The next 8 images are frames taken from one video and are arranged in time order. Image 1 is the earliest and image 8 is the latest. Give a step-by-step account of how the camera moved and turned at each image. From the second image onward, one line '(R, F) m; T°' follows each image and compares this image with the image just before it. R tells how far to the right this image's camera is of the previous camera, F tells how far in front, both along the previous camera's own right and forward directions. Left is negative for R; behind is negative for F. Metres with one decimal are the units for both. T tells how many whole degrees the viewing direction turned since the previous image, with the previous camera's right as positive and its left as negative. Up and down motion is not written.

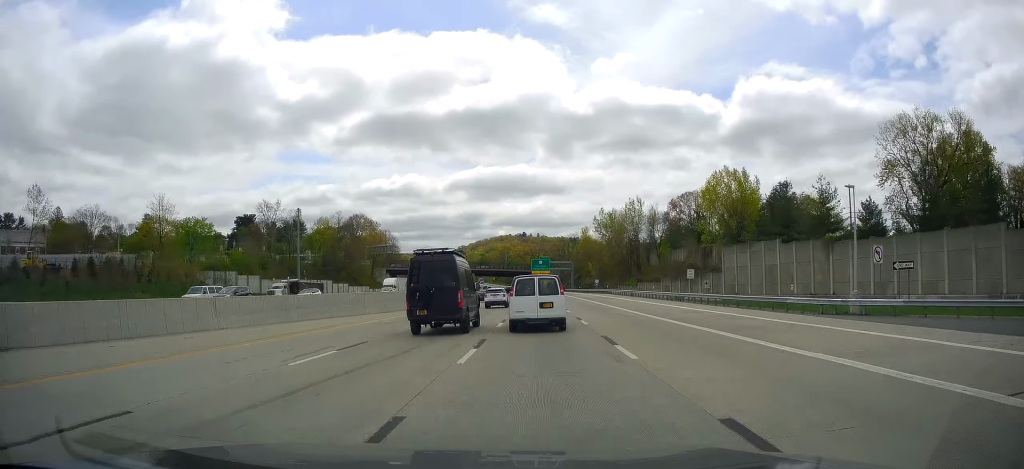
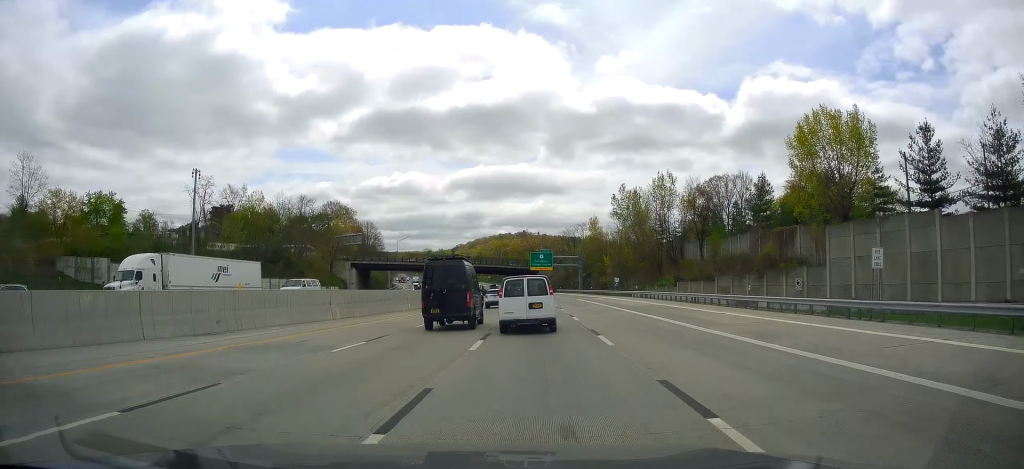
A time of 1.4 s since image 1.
(0.0, +33.3) m; 0°
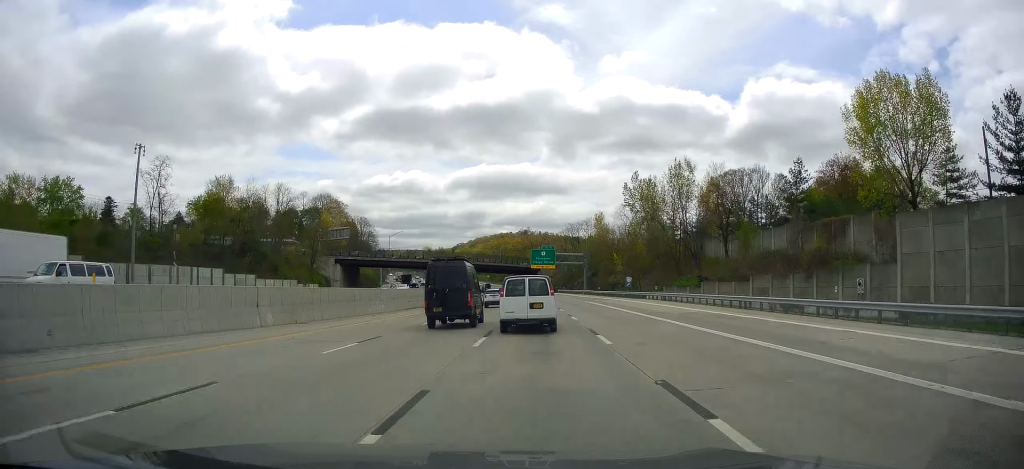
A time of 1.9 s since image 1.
(+0.2, +12.3) m; 0°
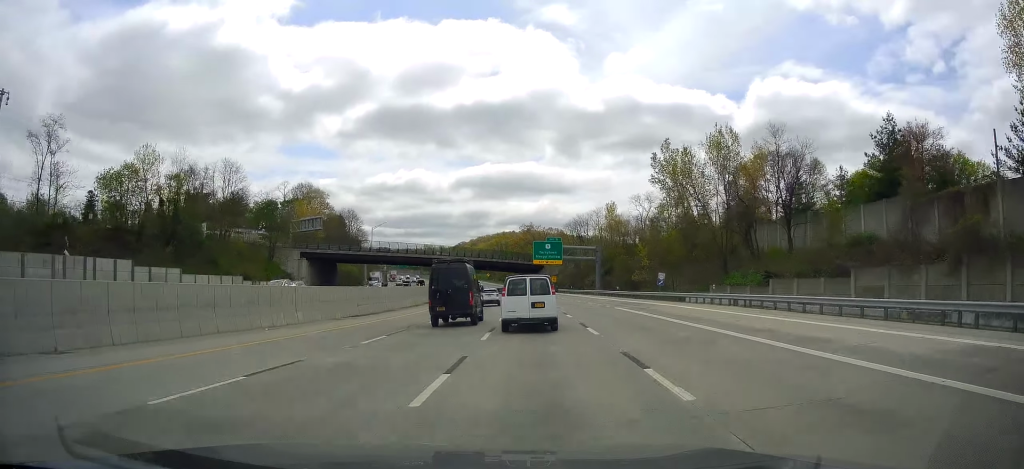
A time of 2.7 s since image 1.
(-0.2, +21.3) m; -1°
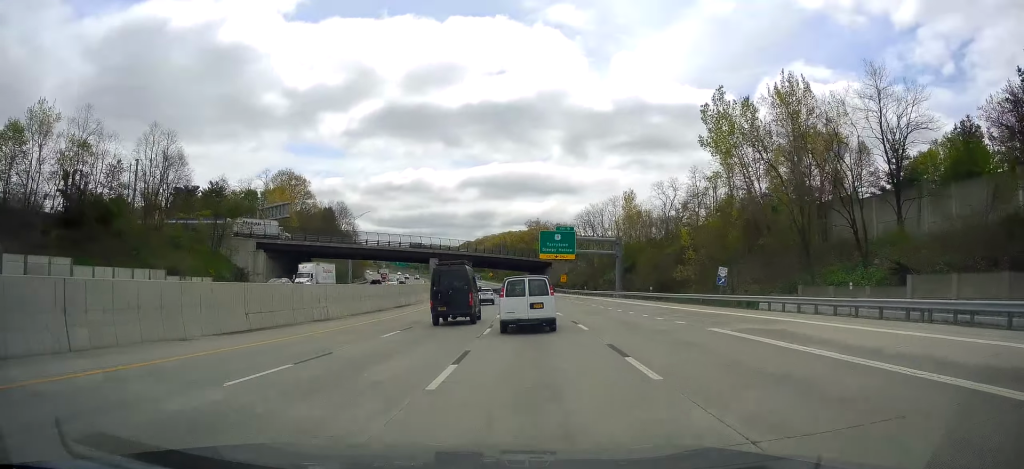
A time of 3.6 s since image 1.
(-0.2, +20.5) m; 0°
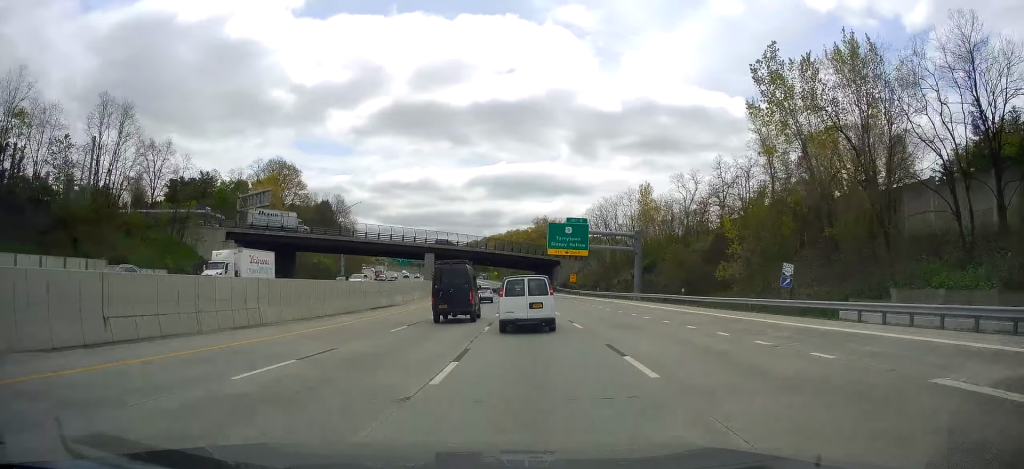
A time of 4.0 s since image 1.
(+0.1, +11.5) m; 0°
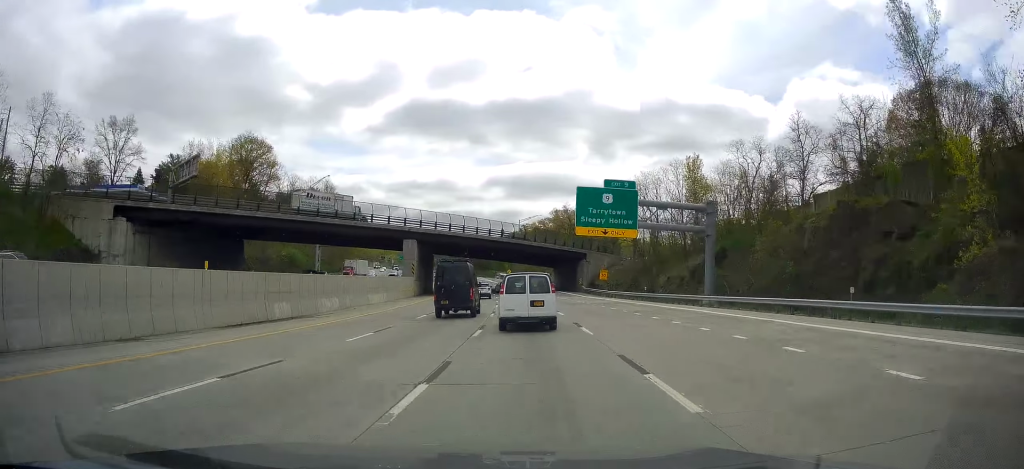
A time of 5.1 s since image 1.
(+0.1, +27.4) m; 0°
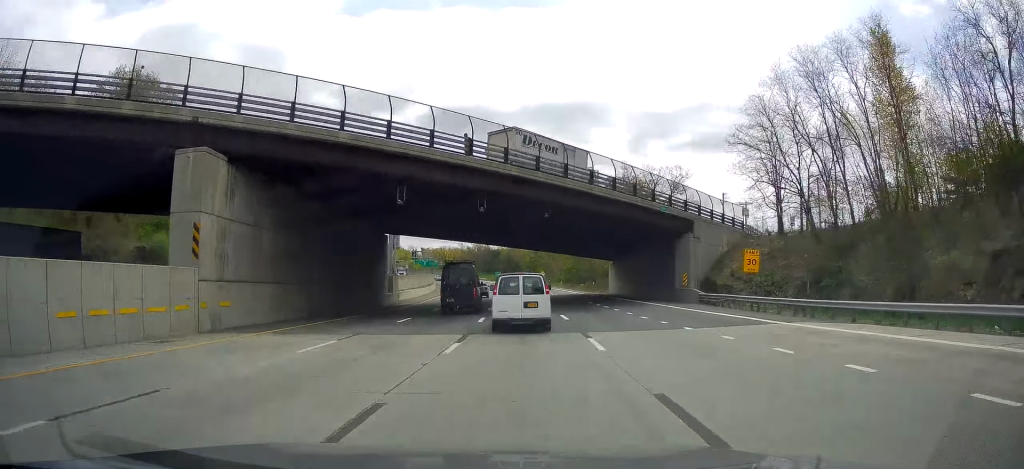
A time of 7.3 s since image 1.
(-1.4, +53.5) m; -4°
